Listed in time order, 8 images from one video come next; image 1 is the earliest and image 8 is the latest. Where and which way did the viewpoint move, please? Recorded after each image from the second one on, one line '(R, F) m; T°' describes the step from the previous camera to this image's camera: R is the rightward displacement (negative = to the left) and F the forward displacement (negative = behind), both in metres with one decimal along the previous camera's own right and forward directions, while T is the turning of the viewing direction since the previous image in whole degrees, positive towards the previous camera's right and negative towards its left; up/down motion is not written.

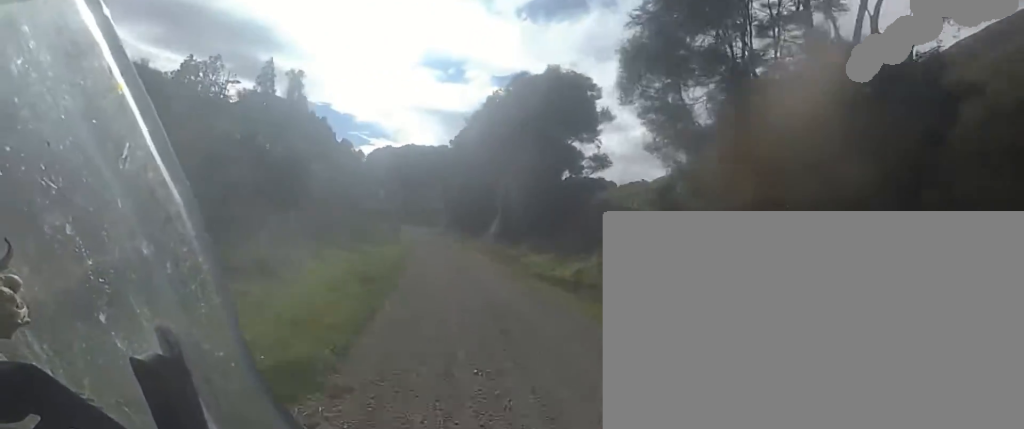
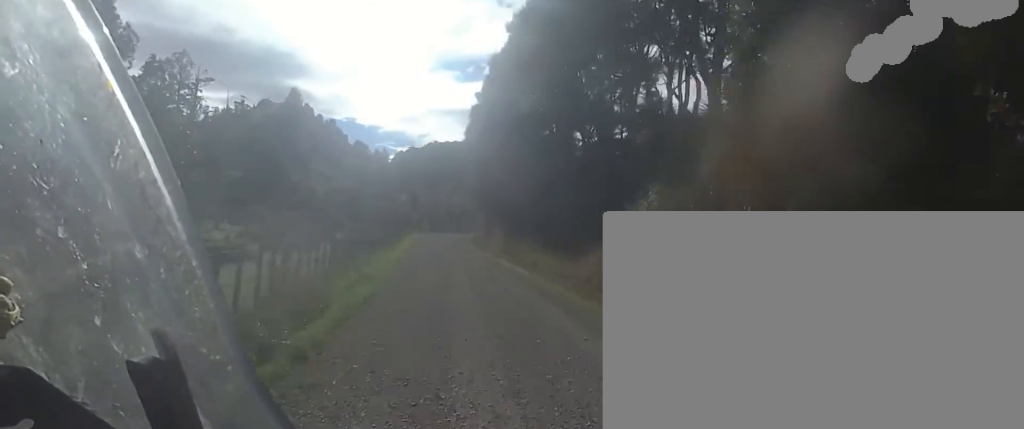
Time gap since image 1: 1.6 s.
(-0.9, +26.2) m; -7°
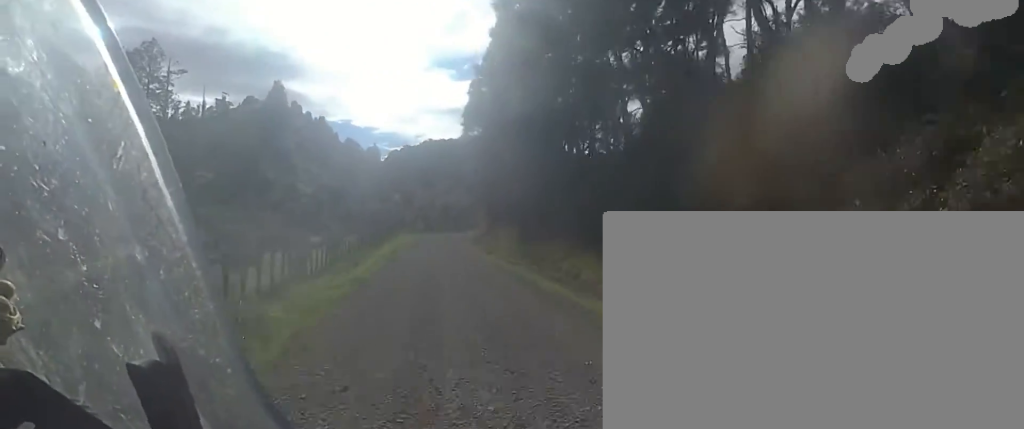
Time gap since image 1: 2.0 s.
(-0.4, +7.8) m; 0°
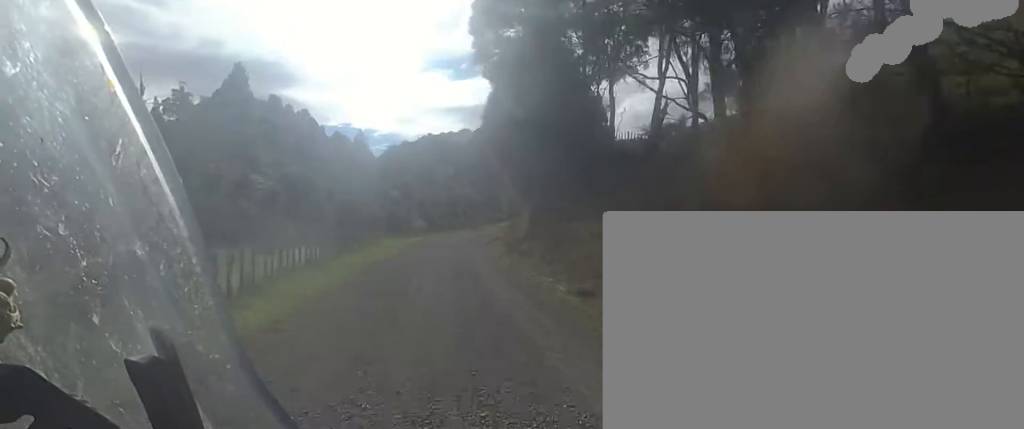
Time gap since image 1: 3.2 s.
(+0.4, +20.0) m; +5°
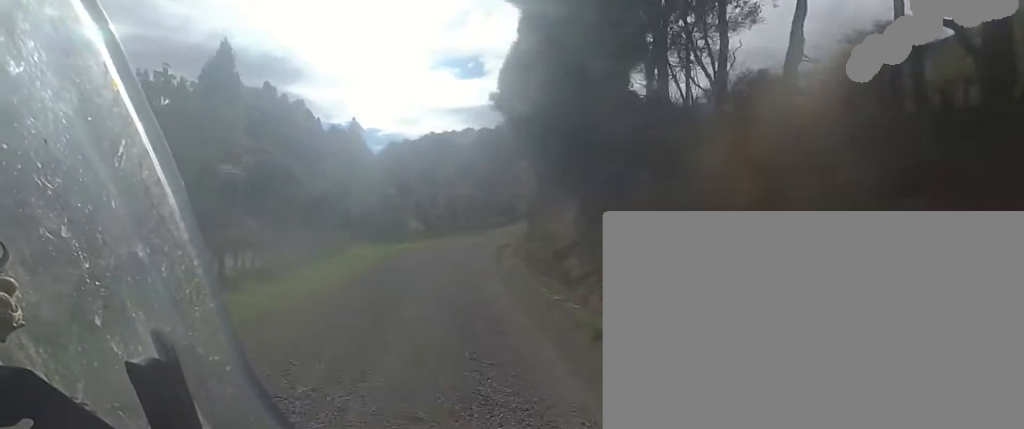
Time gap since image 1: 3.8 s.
(+0.3, +8.6) m; +2°
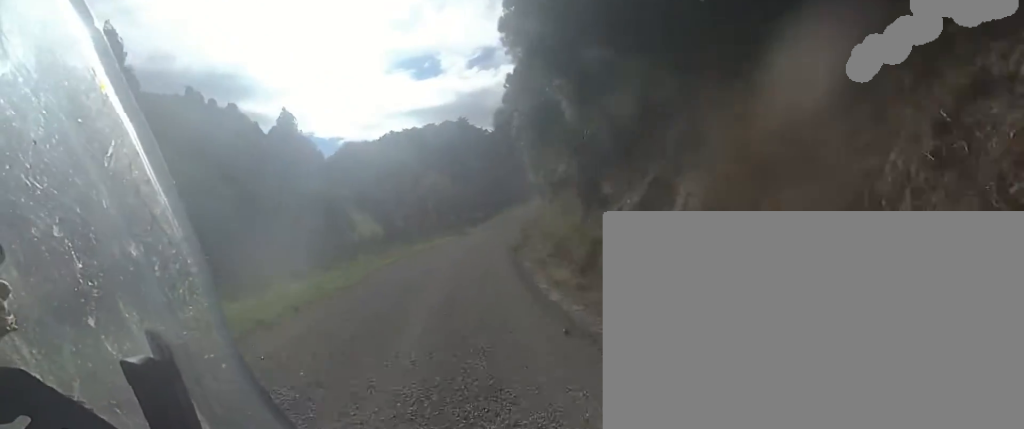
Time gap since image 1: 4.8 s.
(+0.2, +15.2) m; +1°
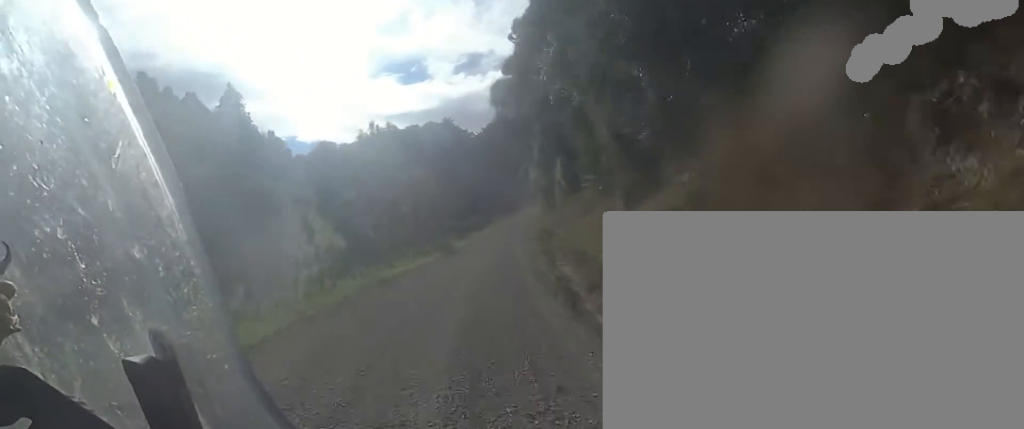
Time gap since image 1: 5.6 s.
(0.0, +12.5) m; +3°
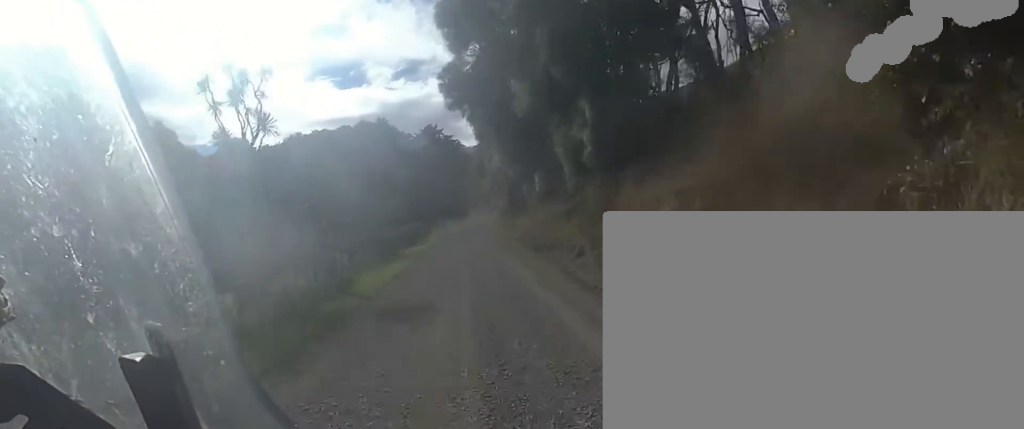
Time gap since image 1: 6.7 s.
(+0.8, +16.6) m; +4°
